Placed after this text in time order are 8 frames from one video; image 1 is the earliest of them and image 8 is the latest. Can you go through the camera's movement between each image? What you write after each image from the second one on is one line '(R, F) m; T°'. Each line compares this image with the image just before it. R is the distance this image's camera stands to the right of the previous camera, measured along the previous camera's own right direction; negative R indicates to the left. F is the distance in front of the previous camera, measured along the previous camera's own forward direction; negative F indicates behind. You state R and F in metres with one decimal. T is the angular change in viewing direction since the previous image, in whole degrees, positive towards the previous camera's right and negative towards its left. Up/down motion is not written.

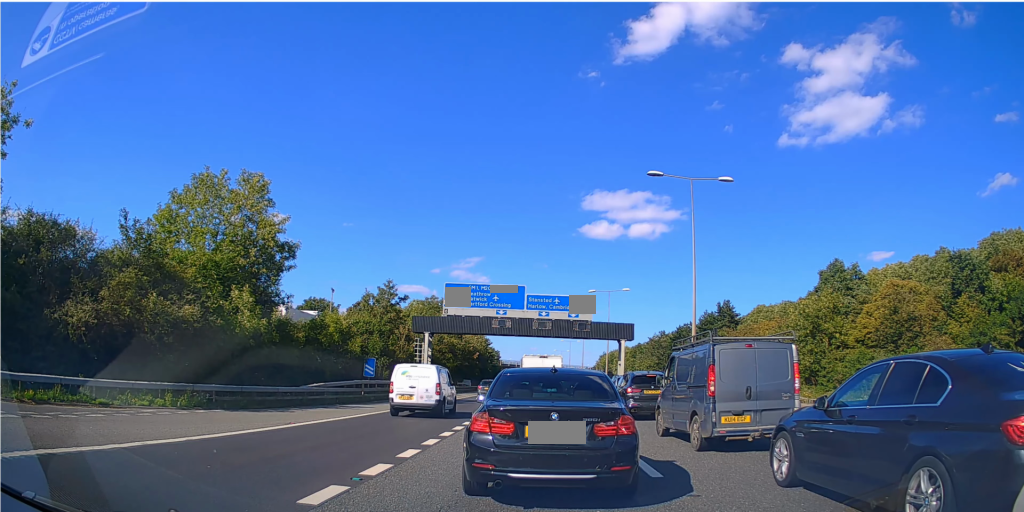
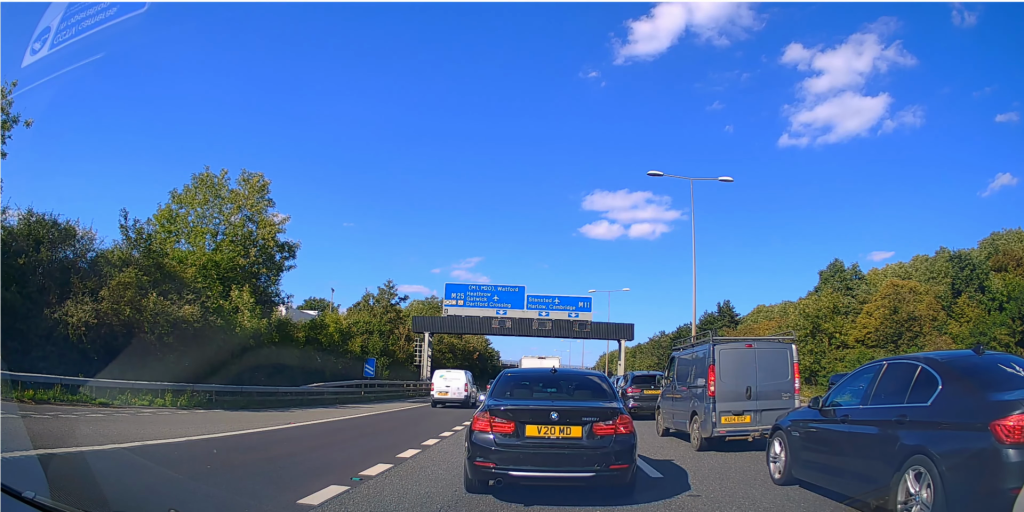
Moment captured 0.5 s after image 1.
(0.0, 0.0) m; 0°
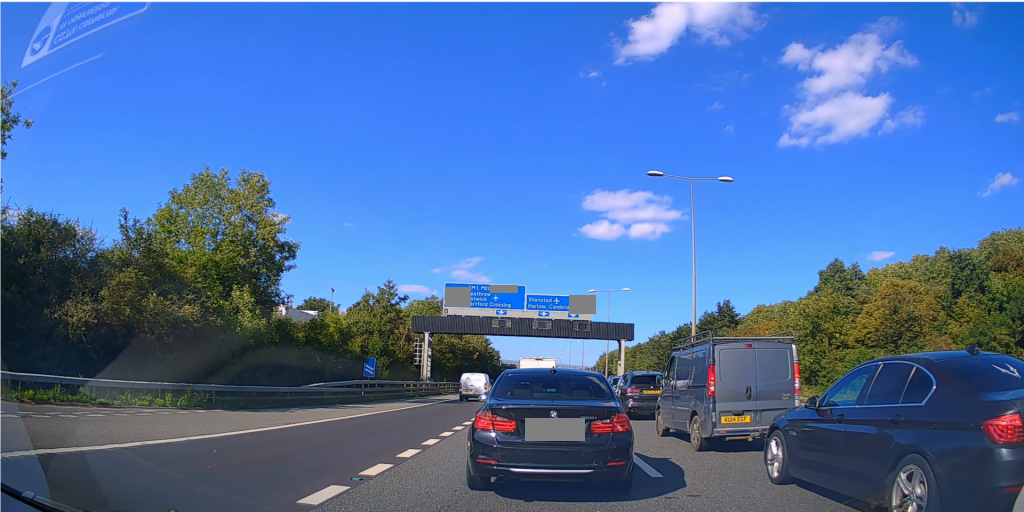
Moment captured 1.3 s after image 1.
(0.0, 0.0) m; 0°
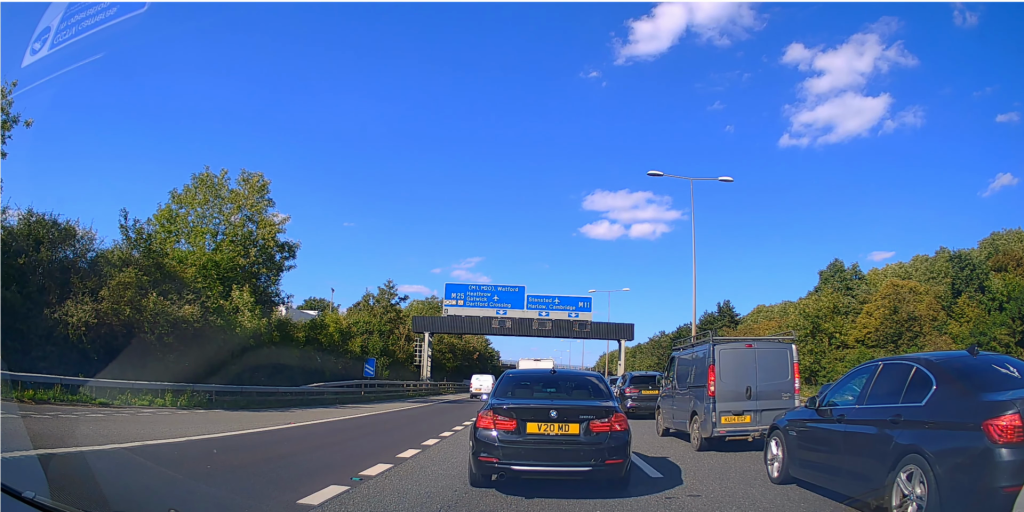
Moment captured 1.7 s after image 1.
(0.0, 0.0) m; 0°
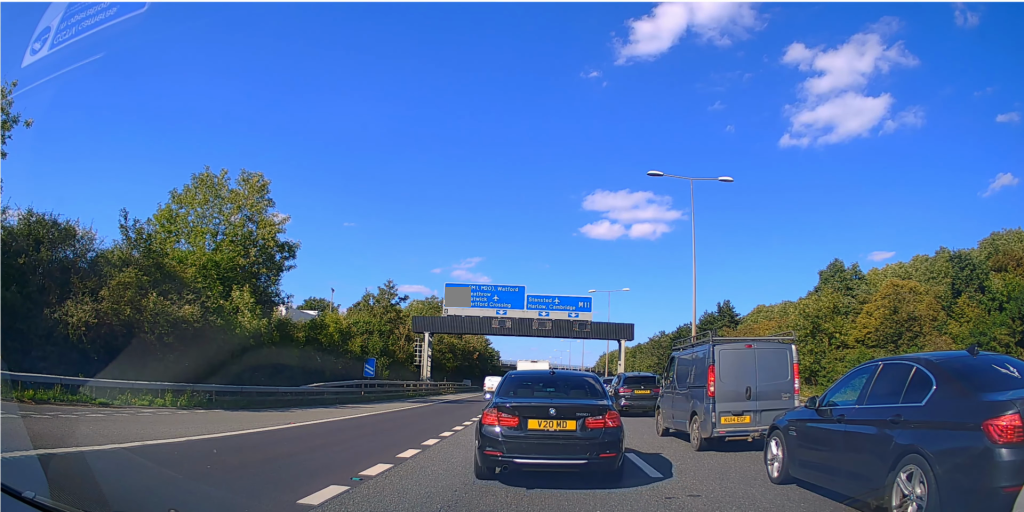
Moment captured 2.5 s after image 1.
(0.0, 0.0) m; 0°
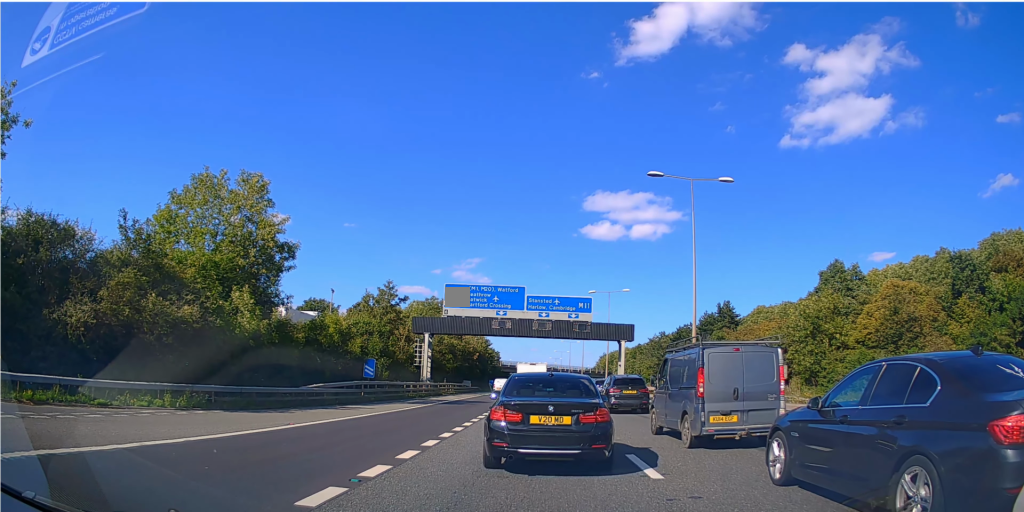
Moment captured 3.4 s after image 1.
(0.0, 0.0) m; 0°
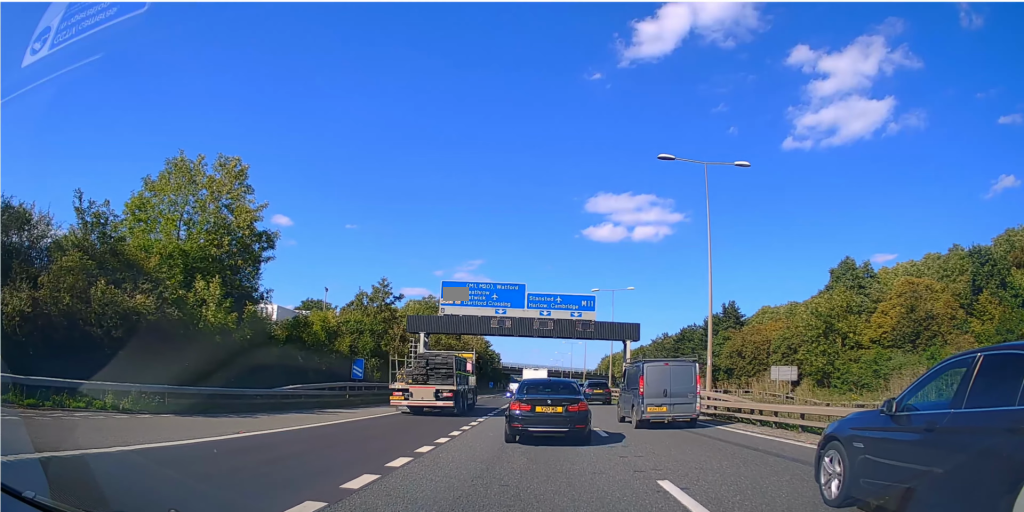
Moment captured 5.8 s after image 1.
(+0.1, +1.5) m; -1°
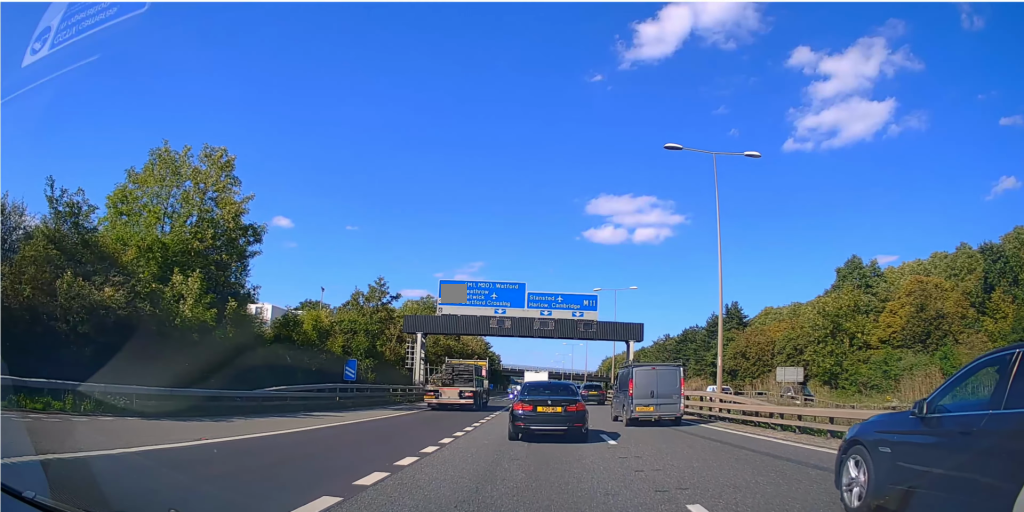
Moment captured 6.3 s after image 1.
(0.0, +1.2) m; +1°
